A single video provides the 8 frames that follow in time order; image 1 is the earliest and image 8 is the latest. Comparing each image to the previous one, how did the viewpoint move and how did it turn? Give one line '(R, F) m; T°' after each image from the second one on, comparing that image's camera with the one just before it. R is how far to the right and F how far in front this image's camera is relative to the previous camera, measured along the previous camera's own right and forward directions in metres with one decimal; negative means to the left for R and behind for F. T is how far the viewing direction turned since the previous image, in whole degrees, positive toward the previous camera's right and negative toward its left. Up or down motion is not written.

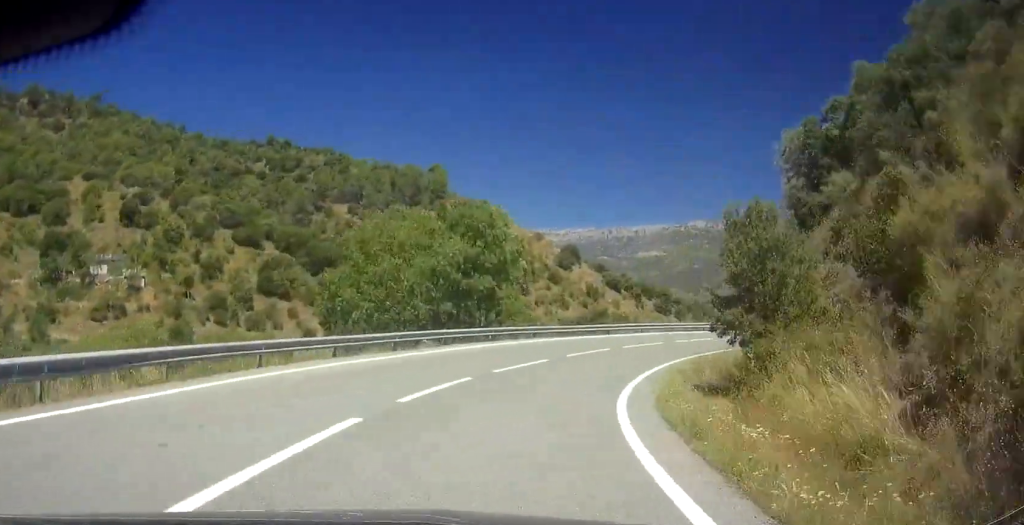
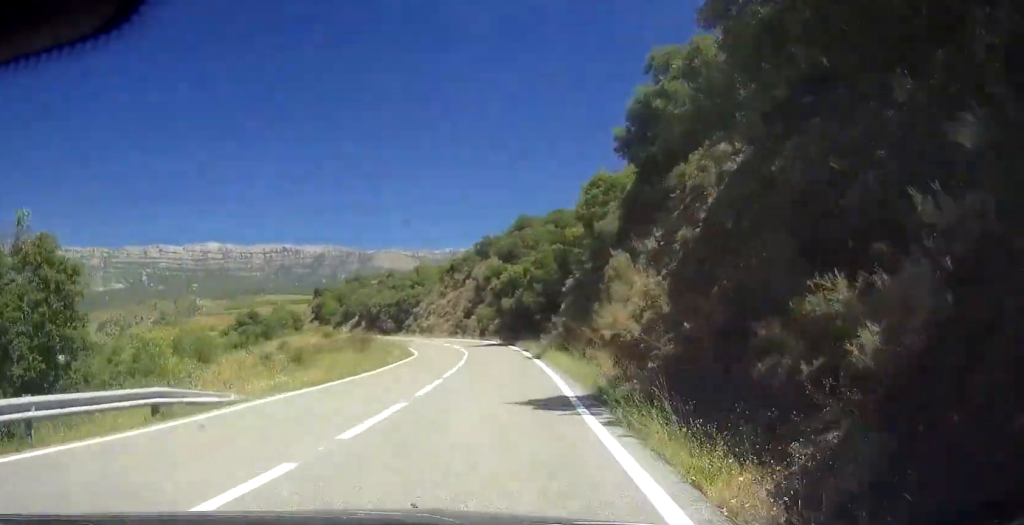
(+19.1, +75.2) m; +24°
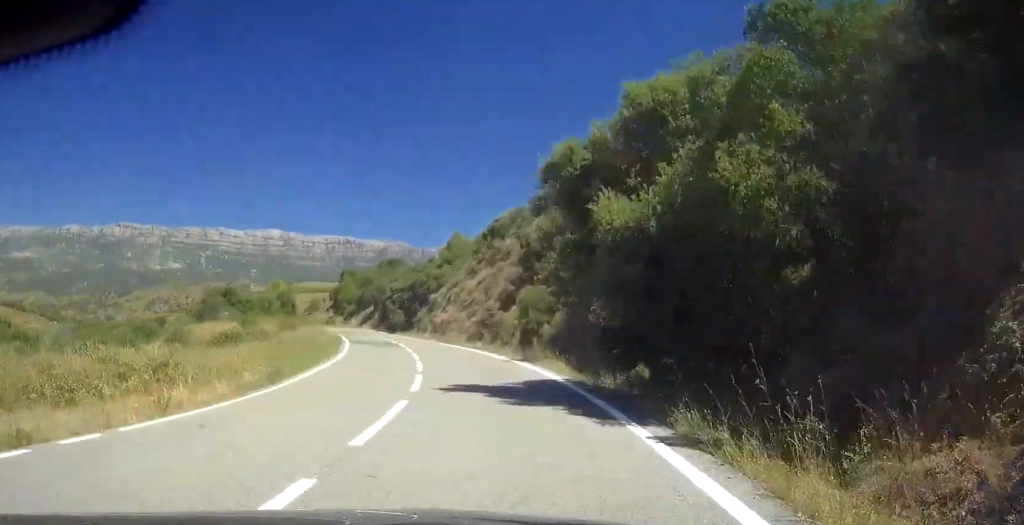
(-0.2, +45.6) m; -4°
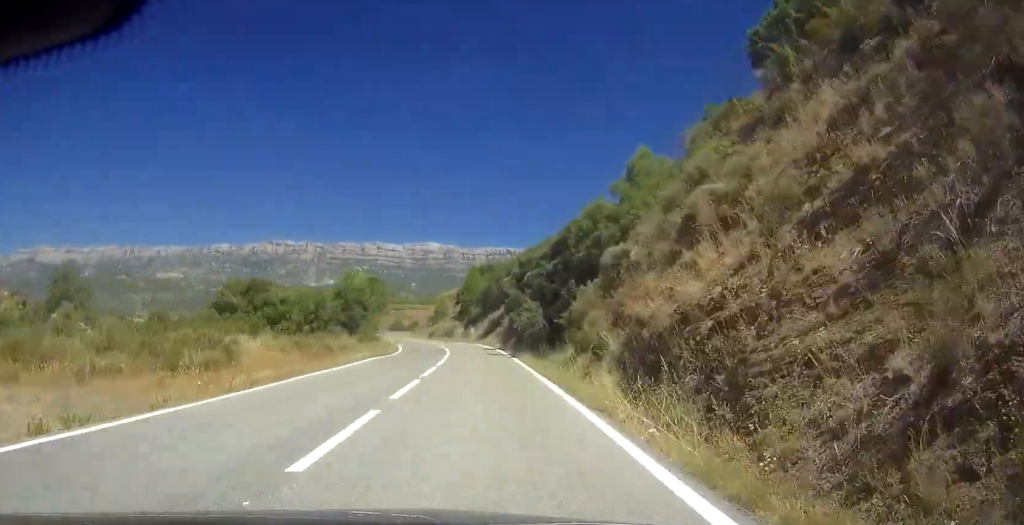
(-4.1, +52.2) m; -9°
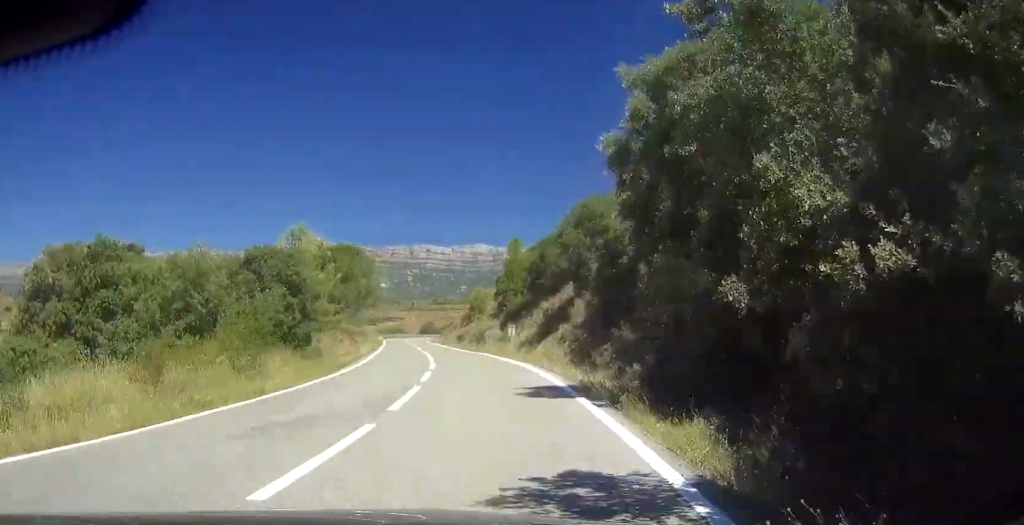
(-1.8, +36.1) m; -5°
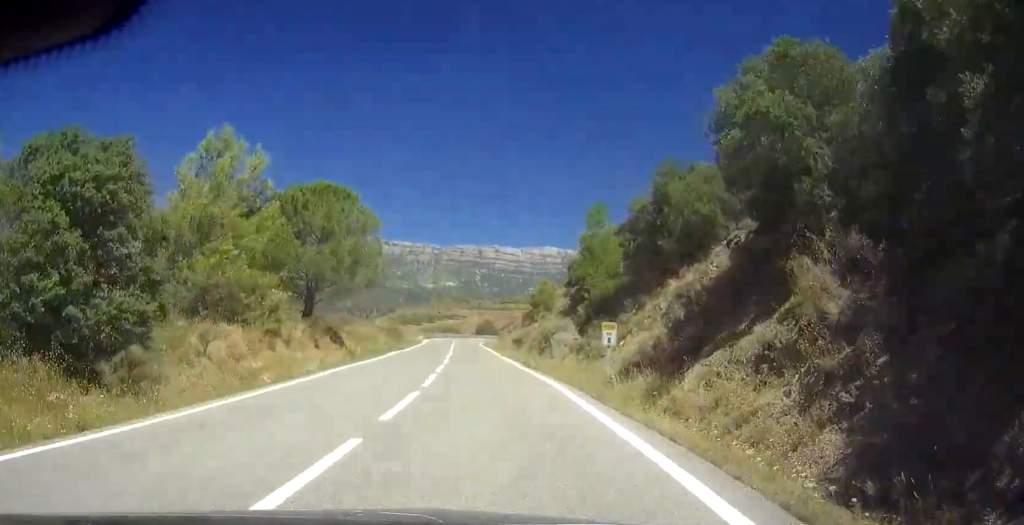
(-1.2, +22.1) m; -2°
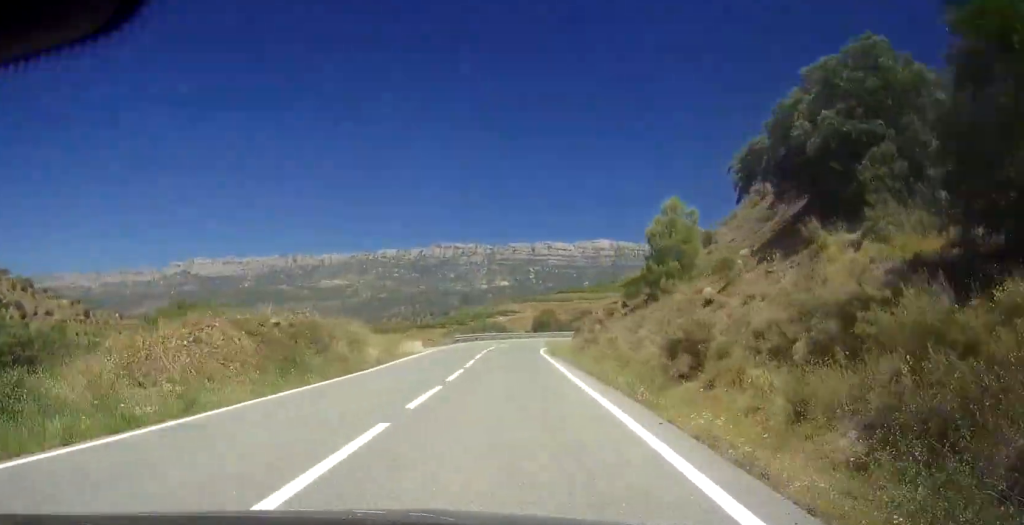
(-1.7, +44.5) m; +8°
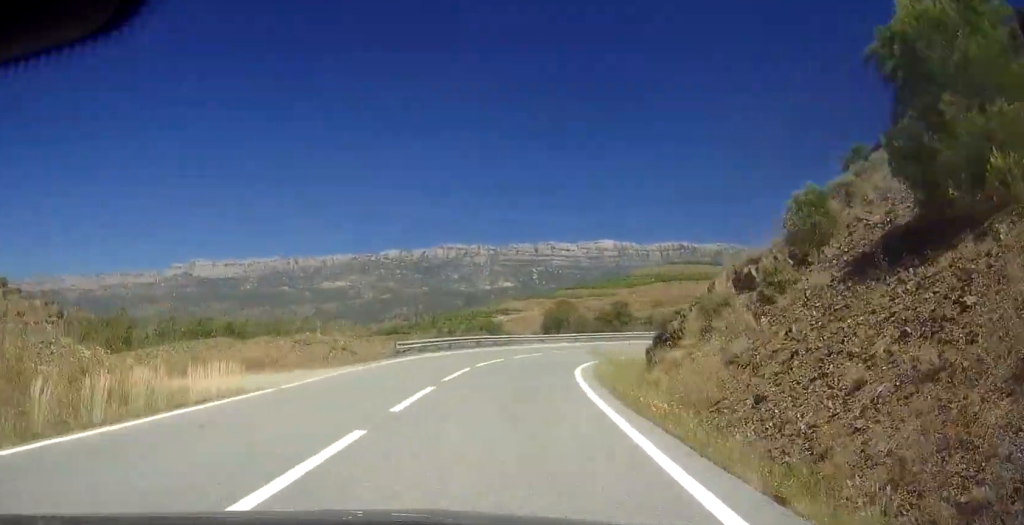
(-5.3, +26.1) m; +11°
